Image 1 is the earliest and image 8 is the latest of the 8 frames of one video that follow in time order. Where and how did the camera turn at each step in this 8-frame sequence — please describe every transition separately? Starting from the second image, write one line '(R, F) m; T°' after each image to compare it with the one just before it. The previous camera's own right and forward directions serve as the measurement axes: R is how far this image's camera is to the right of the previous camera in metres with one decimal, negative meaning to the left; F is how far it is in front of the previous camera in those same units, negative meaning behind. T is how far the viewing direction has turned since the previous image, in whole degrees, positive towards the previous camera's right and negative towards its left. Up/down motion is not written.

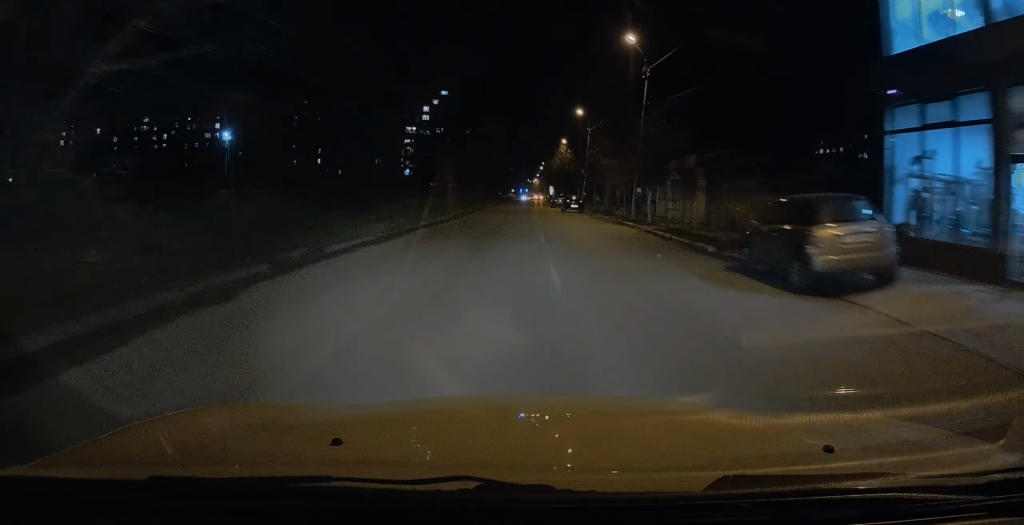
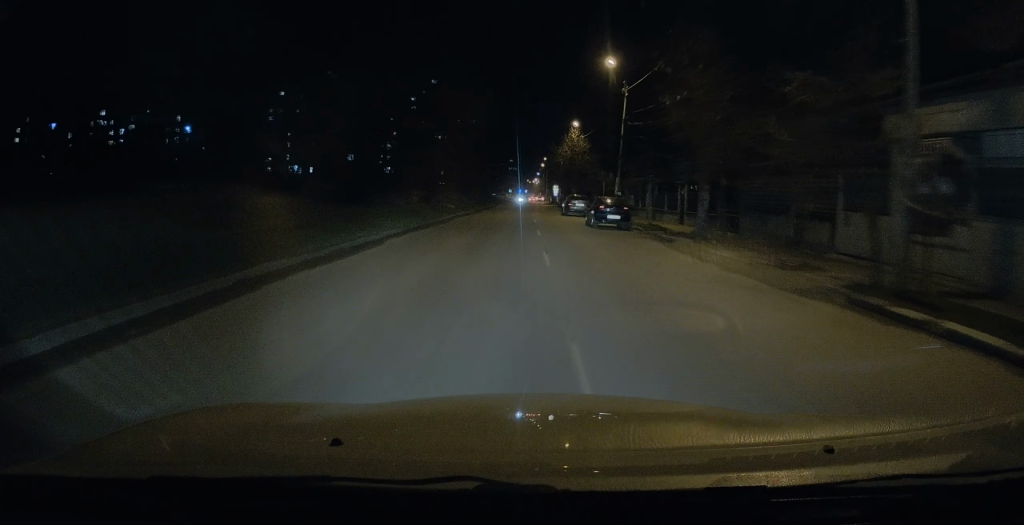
(+0.3, +23.2) m; +2°
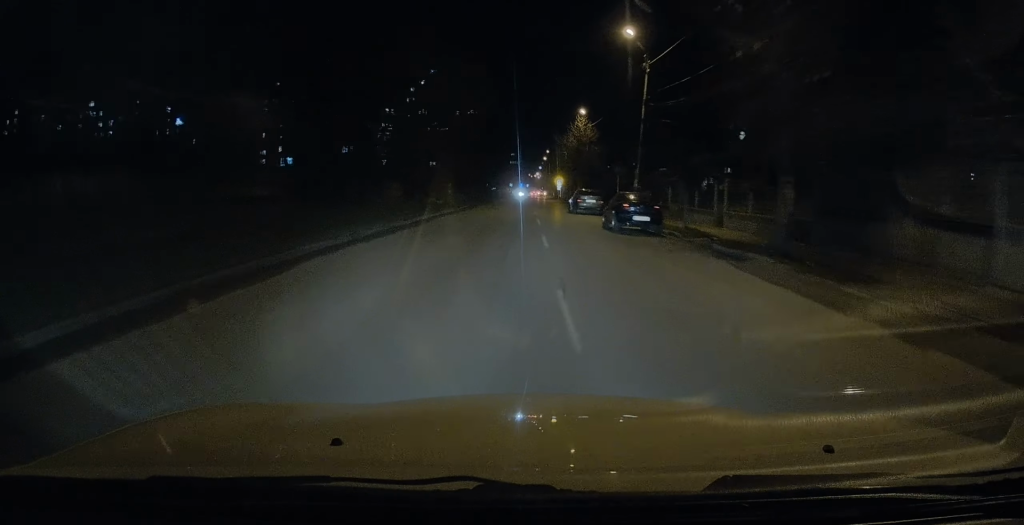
(+0.1, +6.2) m; 0°
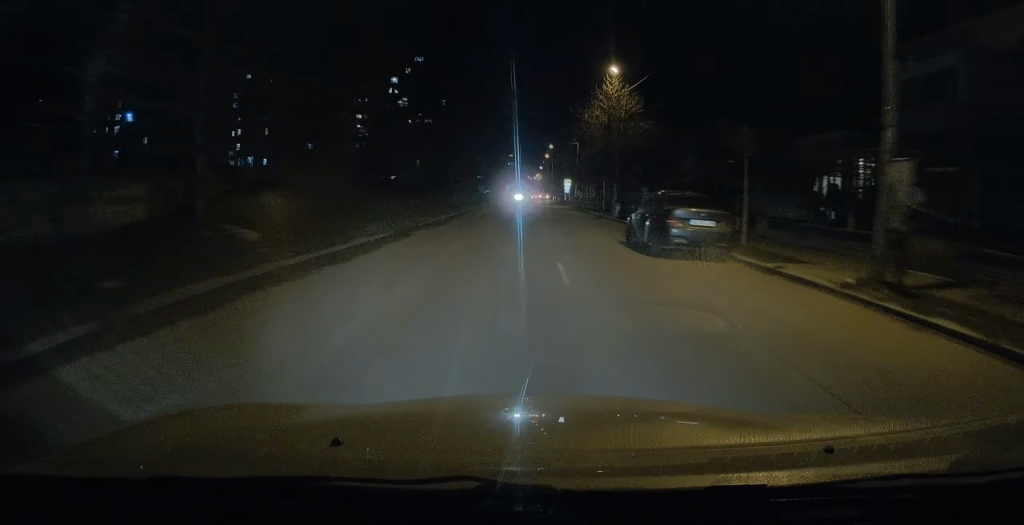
(-0.1, +23.0) m; 0°
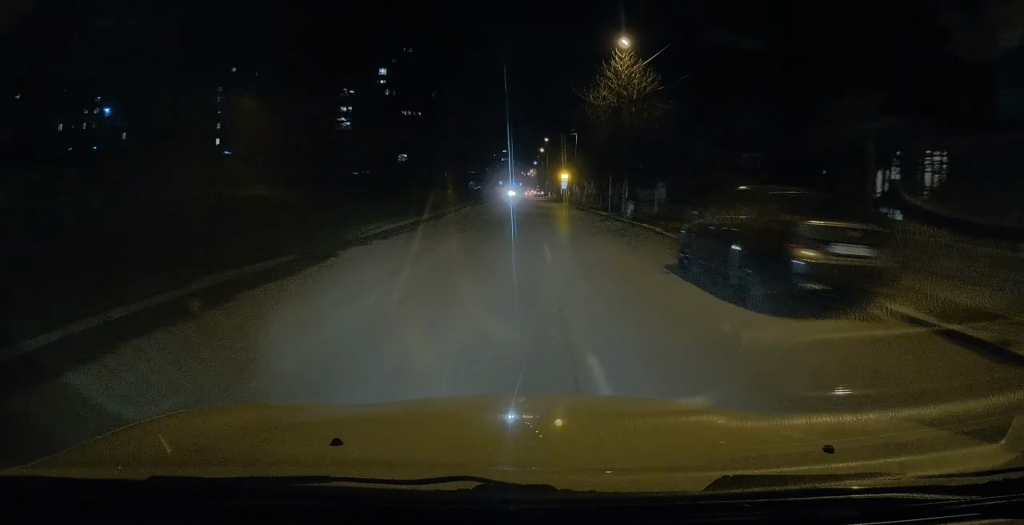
(-0.2, +6.6) m; -1°
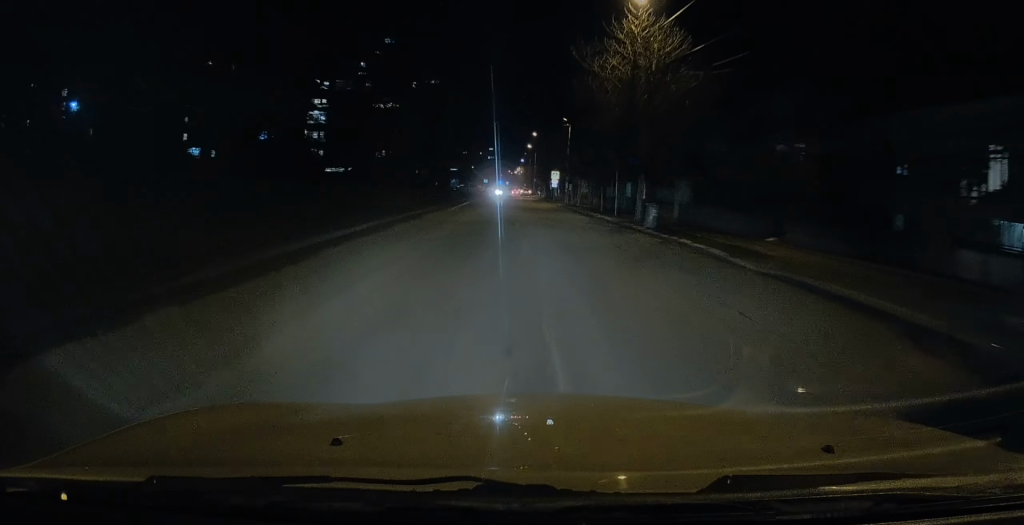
(-0.1, +8.1) m; 0°
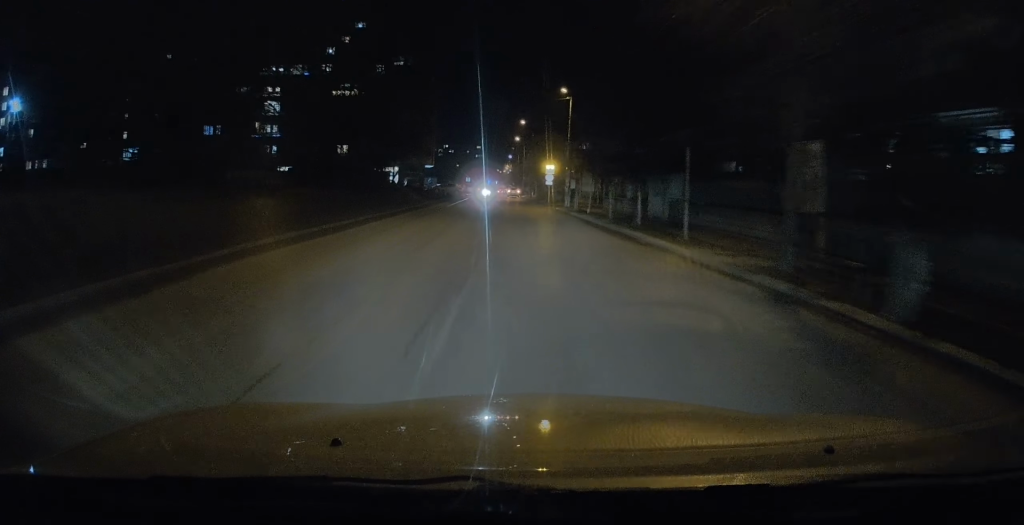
(+0.4, +16.2) m; +3°
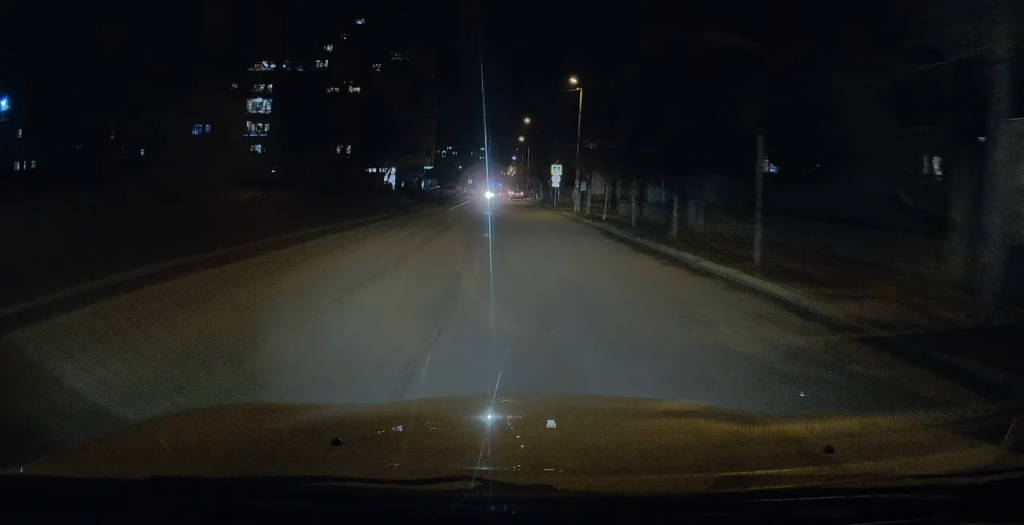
(0.0, +4.8) m; 0°
